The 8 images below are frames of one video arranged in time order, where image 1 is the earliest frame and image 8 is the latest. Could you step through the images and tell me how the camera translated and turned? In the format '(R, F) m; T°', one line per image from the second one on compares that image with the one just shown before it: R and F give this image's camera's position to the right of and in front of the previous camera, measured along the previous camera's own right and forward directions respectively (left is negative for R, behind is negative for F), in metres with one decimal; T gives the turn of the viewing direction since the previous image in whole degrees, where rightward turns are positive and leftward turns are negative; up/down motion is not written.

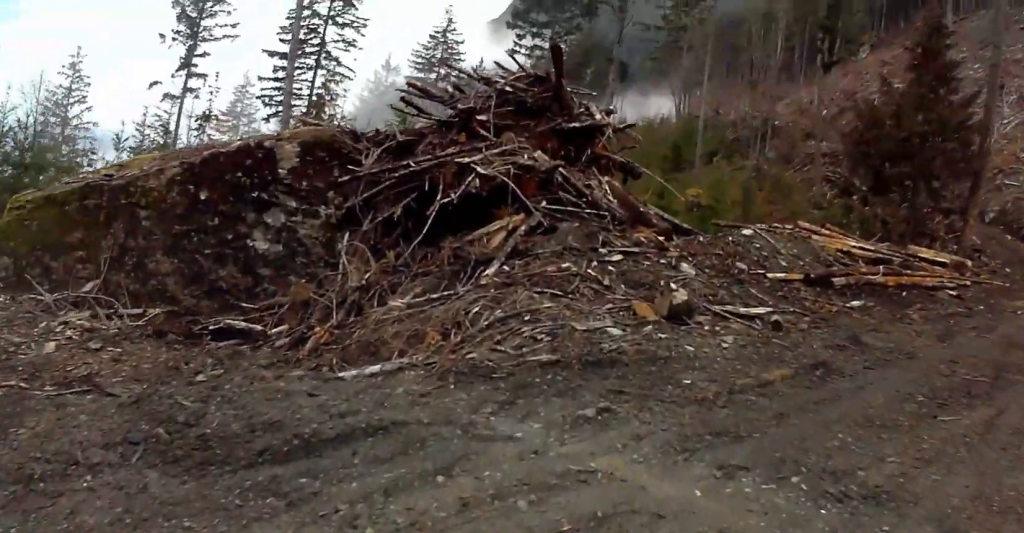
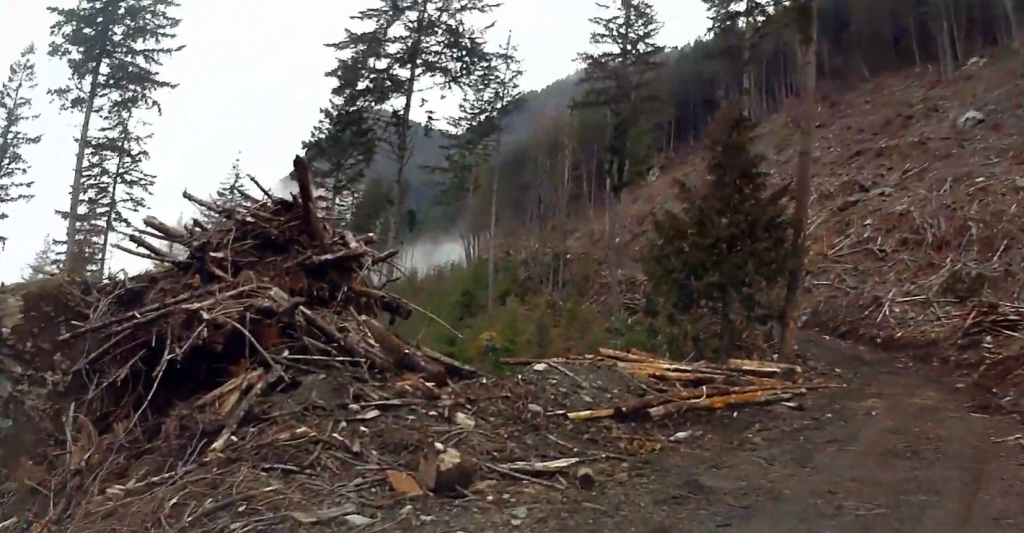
(+0.3, +2.9) m; +16°
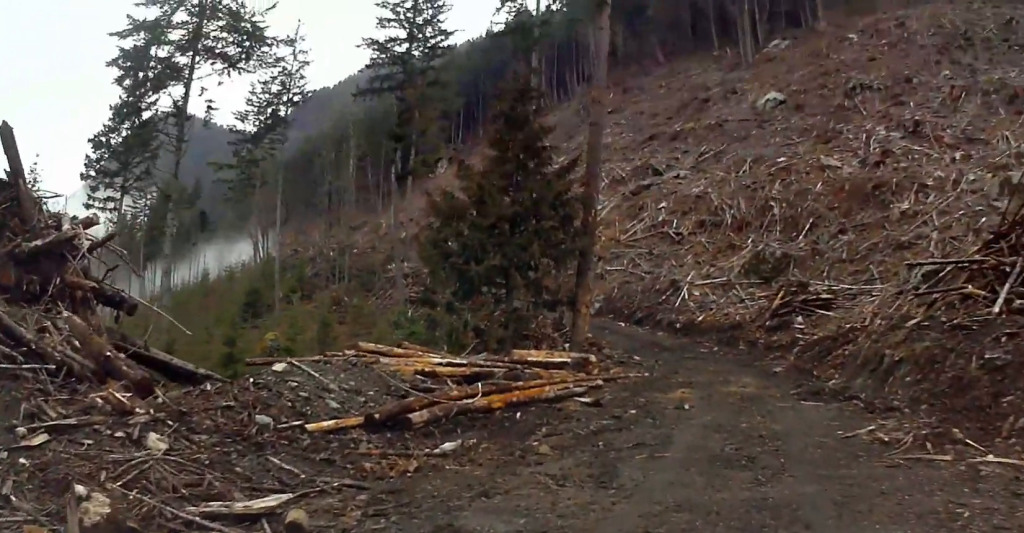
(+0.7, +3.4) m; +10°
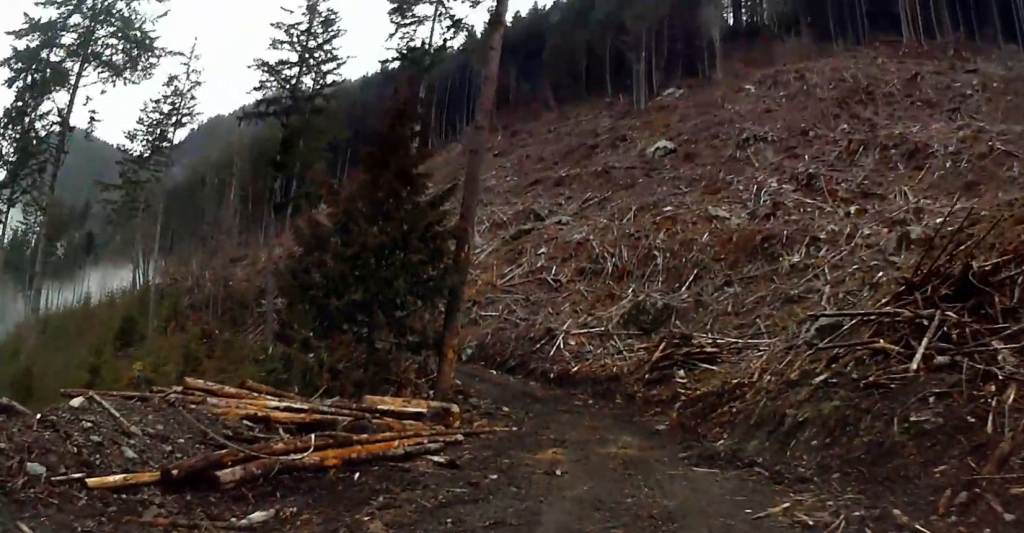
(-0.1, +2.8) m; +1°
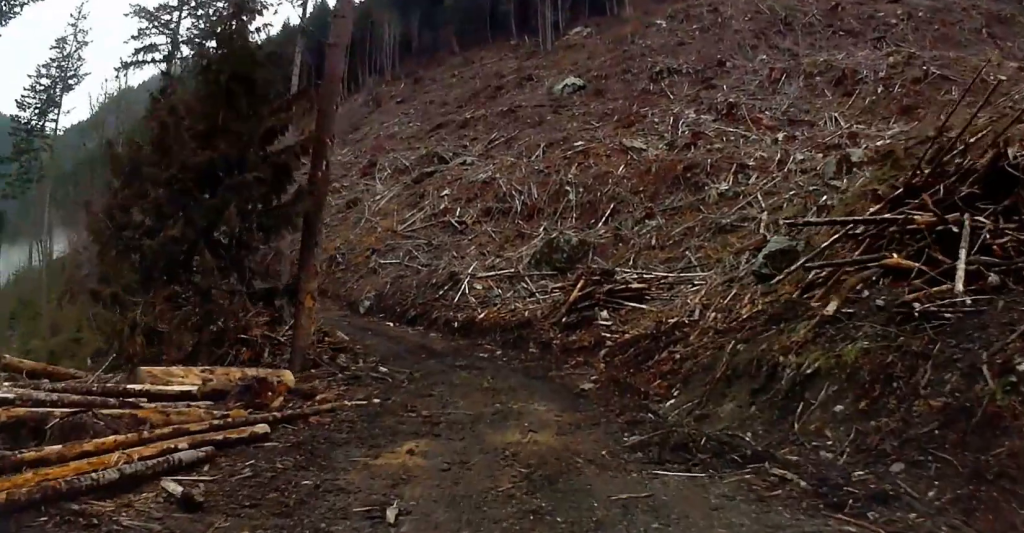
(+0.1, +5.4) m; 0°
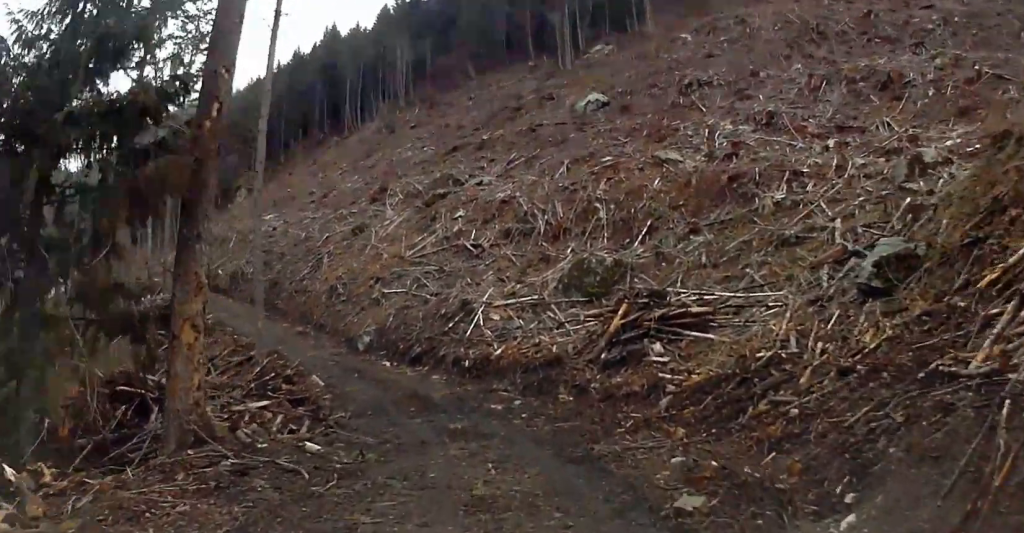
(-0.4, +8.6) m; -6°
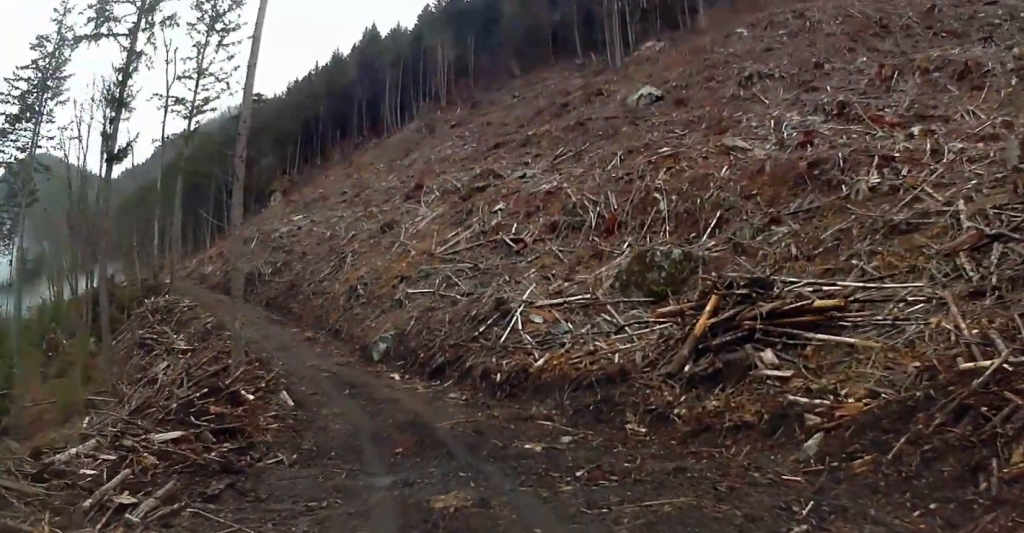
(-0.3, +8.4) m; -2°
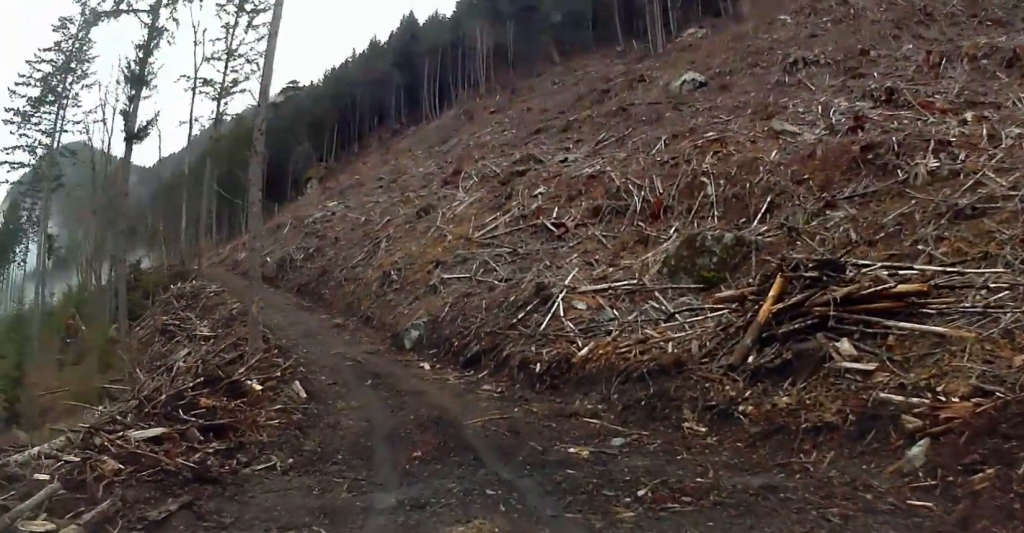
(0.0, +2.0) m; -2°
